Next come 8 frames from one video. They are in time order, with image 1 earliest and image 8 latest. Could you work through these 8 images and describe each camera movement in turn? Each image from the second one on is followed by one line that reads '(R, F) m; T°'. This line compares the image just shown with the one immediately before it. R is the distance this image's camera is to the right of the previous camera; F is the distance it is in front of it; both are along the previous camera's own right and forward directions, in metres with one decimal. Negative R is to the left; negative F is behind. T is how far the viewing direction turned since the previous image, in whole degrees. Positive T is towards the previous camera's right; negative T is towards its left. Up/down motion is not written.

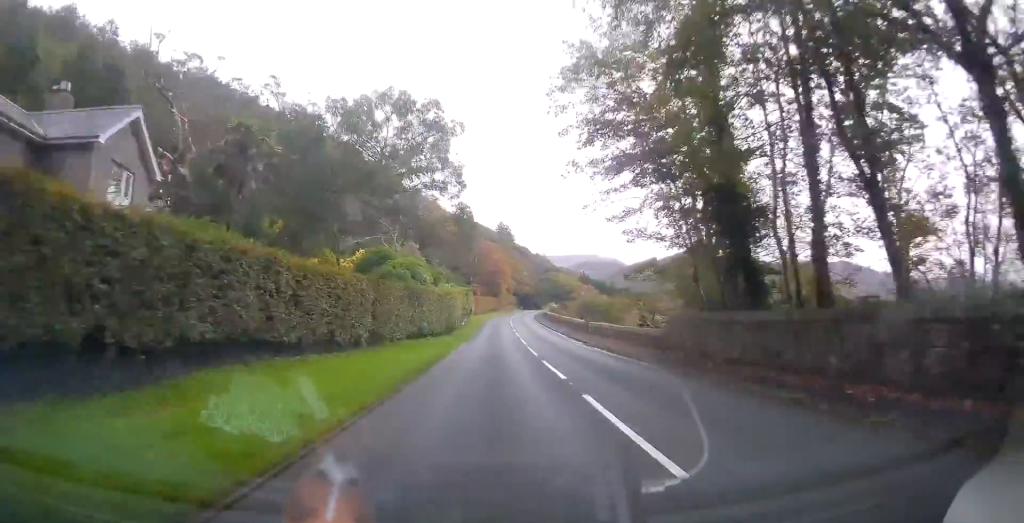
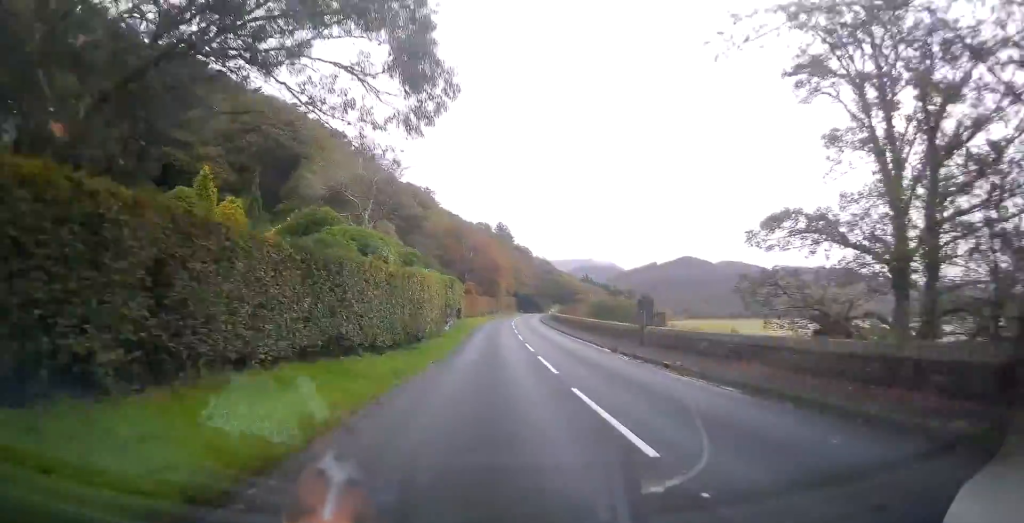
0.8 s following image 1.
(+0.2, +17.0) m; 0°
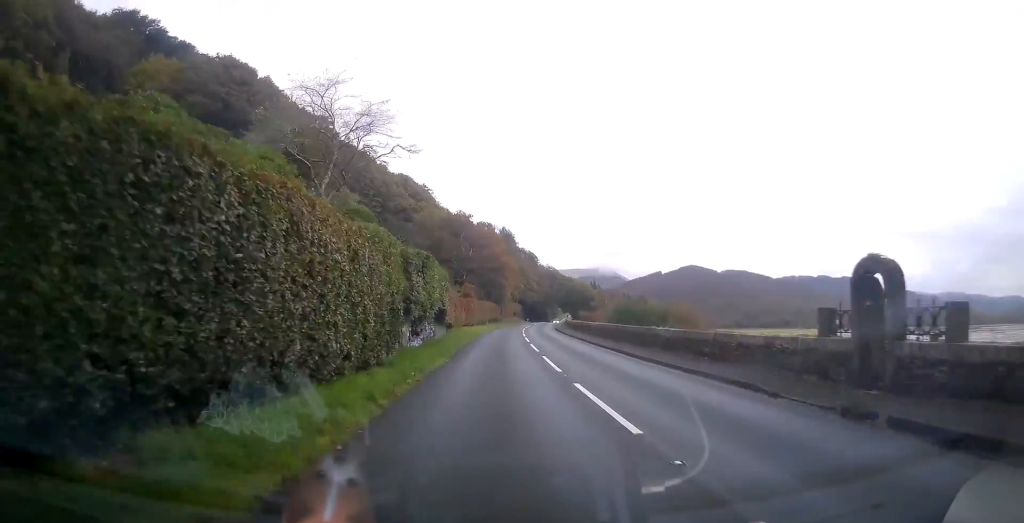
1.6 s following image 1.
(-0.1, +17.3) m; 0°
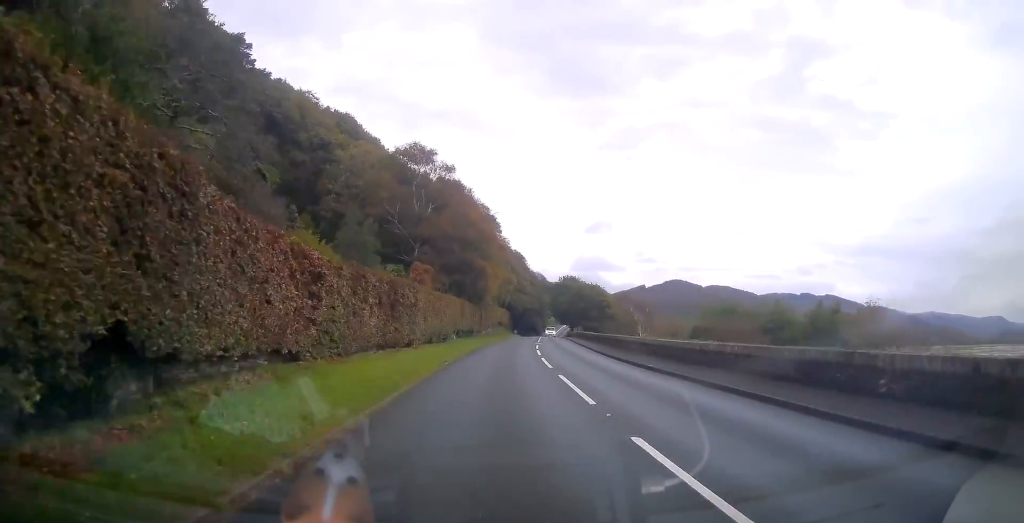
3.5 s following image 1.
(+0.5, +42.0) m; +3°
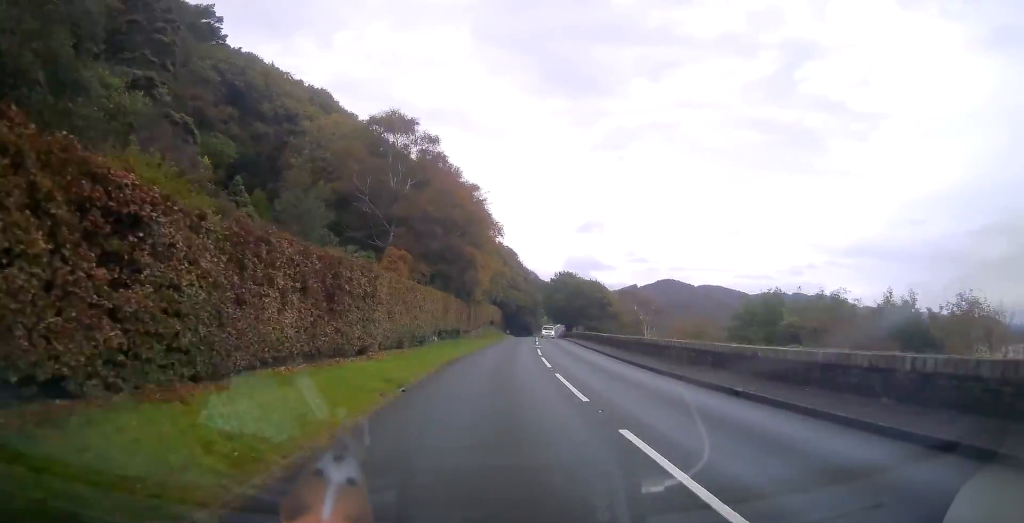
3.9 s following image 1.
(0.0, +8.7) m; +1°
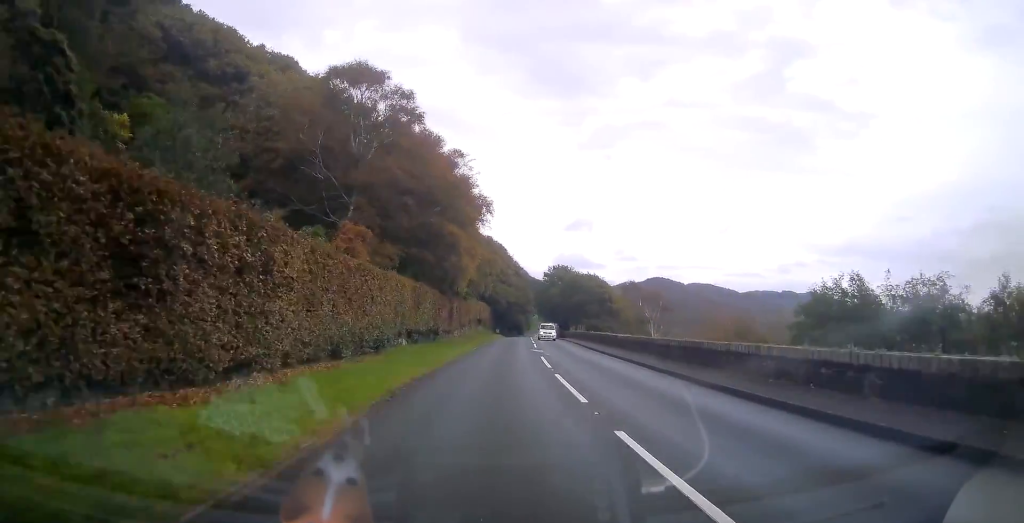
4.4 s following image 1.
(+0.2, +9.4) m; +1°
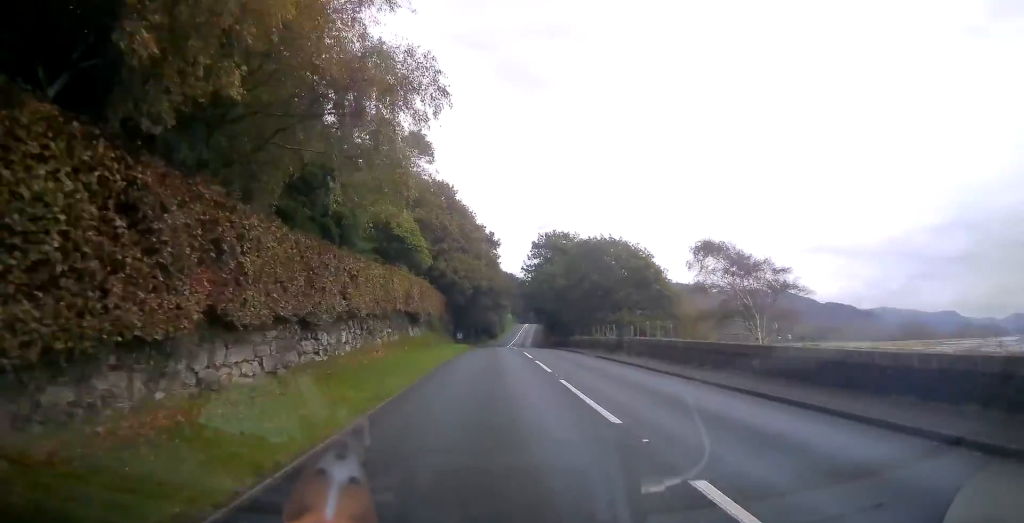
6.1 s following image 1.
(+1.0, +38.8) m; +2°
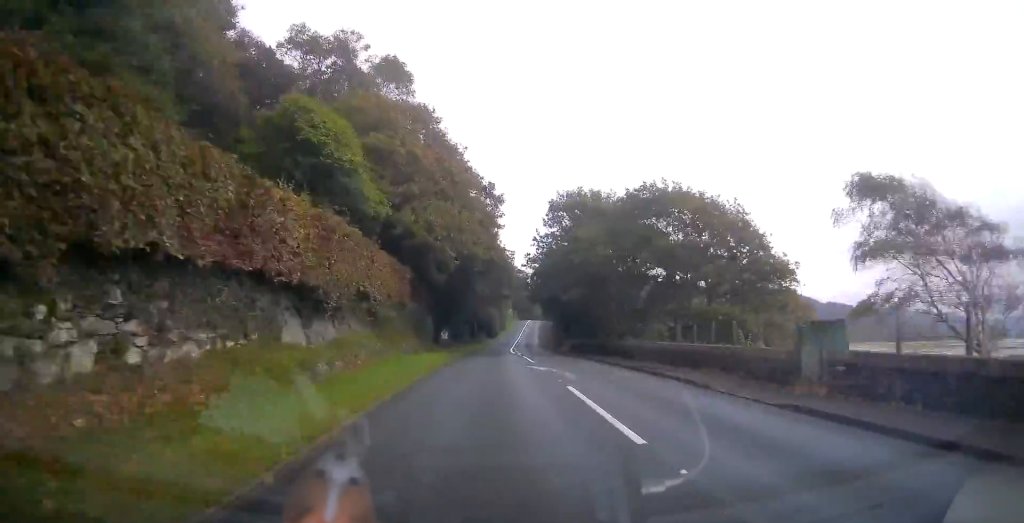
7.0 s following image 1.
(+0.1, +20.0) m; 0°
